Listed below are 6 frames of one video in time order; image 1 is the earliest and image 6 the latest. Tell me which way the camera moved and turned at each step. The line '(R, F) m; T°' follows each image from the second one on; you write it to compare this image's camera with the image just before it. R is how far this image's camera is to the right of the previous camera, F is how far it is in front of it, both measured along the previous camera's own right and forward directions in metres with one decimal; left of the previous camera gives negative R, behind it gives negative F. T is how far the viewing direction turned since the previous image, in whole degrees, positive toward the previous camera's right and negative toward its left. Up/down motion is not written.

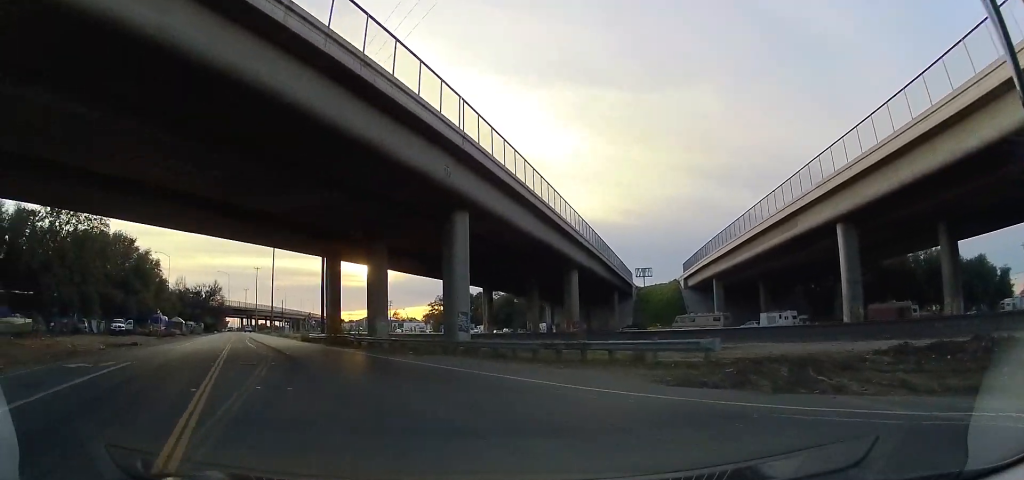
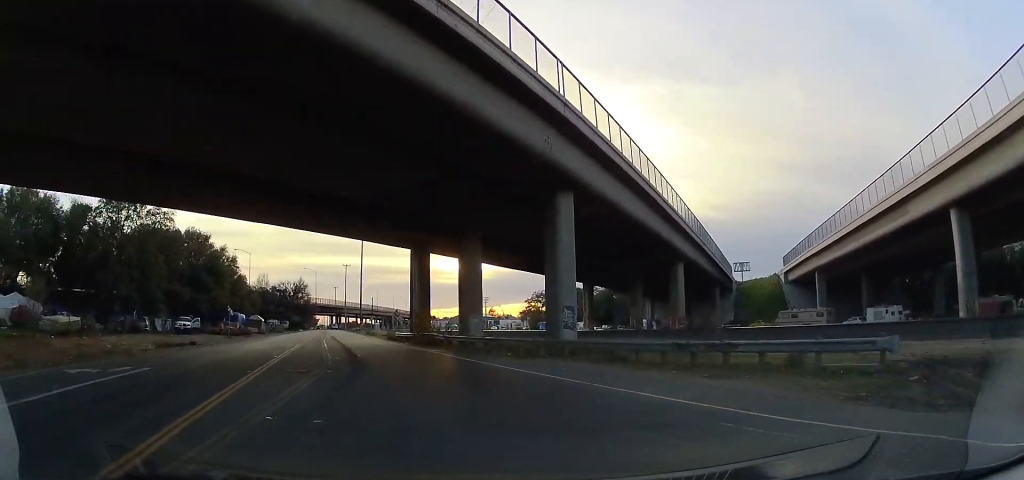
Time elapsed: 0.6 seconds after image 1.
(0.0, +3.6) m; -7°
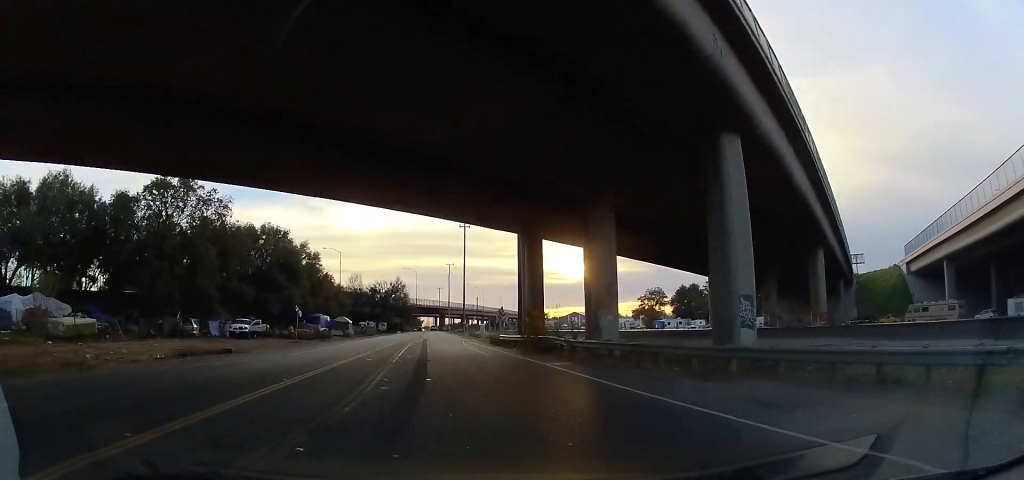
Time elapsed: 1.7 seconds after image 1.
(-1.0, +8.0) m; -17°
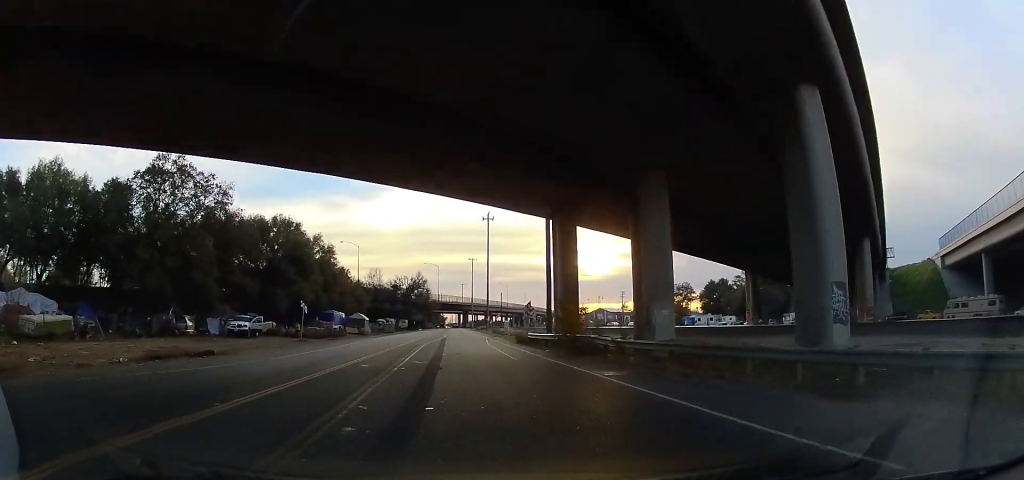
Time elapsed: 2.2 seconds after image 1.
(-0.6, +4.4) m; -4°
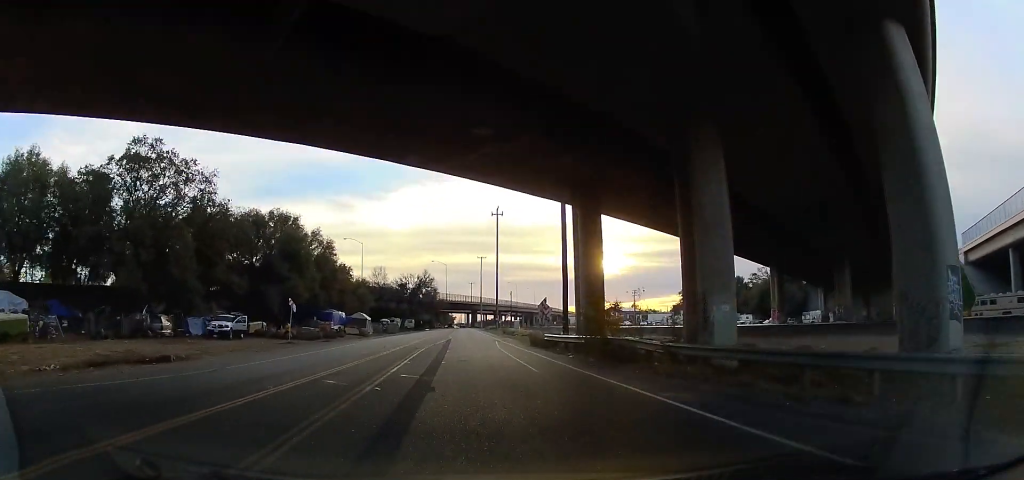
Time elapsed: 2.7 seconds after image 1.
(-0.3, +4.4) m; -4°
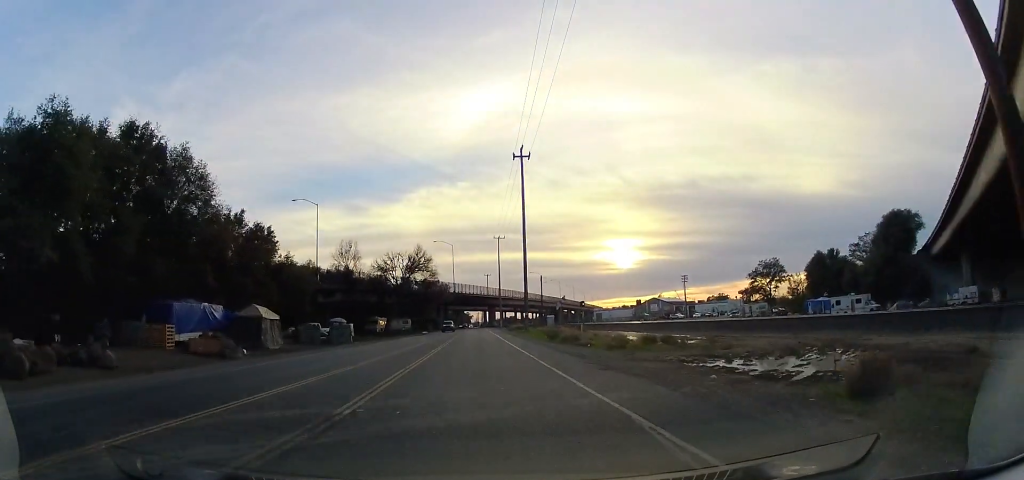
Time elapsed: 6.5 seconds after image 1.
(-1.1, +39.6) m; -2°
